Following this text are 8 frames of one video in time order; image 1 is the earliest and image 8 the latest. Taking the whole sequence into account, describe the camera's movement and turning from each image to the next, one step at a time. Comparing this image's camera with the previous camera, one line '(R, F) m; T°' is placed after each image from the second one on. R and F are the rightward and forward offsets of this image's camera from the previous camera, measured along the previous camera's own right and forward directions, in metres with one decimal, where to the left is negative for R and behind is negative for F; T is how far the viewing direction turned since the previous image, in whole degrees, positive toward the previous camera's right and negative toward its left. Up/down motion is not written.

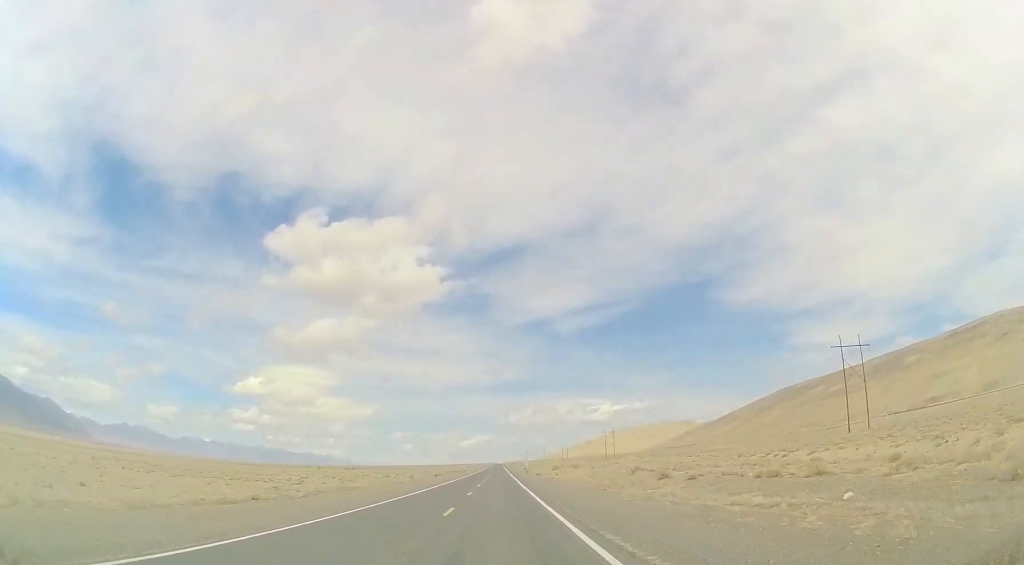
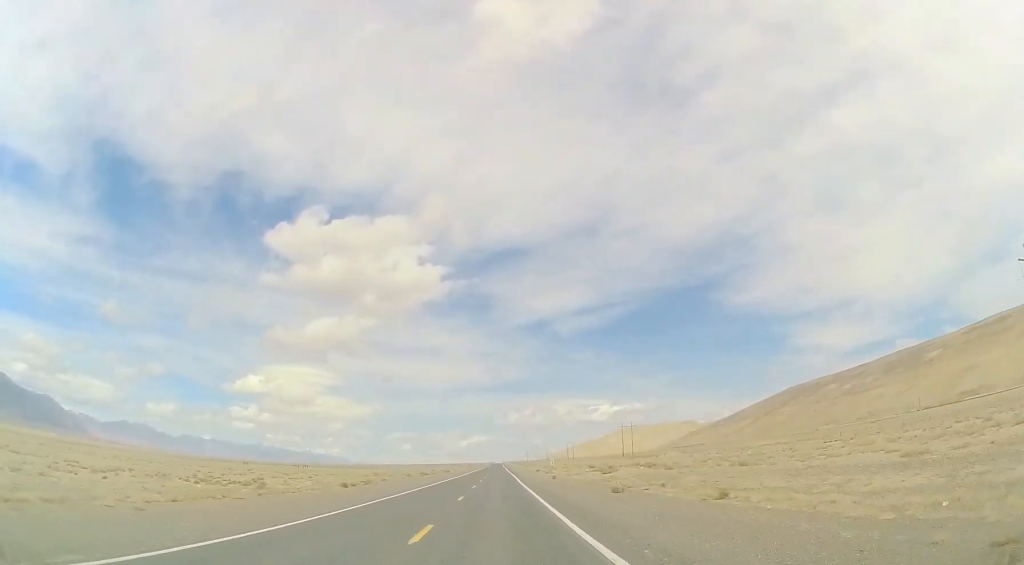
(+0.1, +61.4) m; +1°
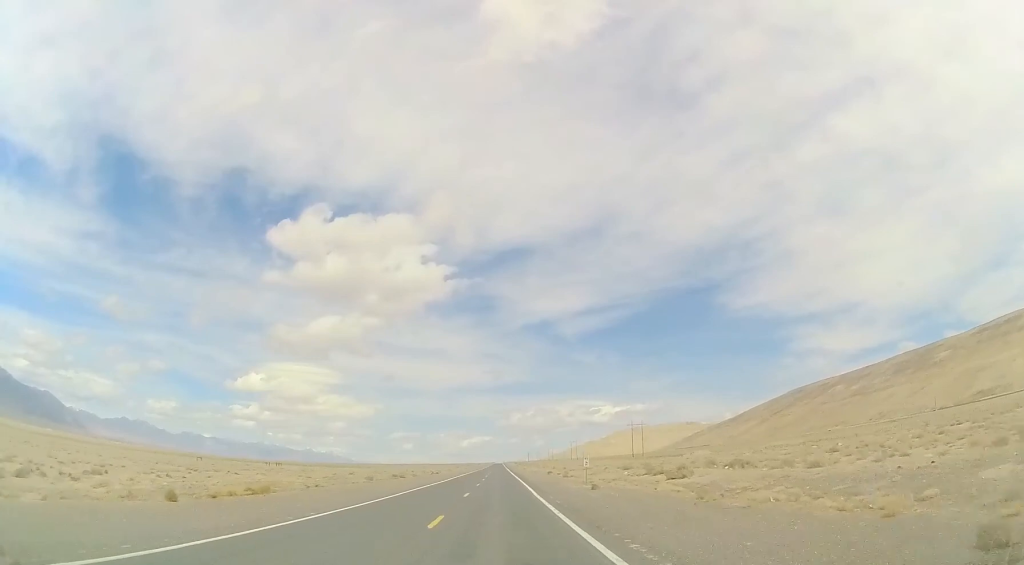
(+0.1, +24.6) m; 0°
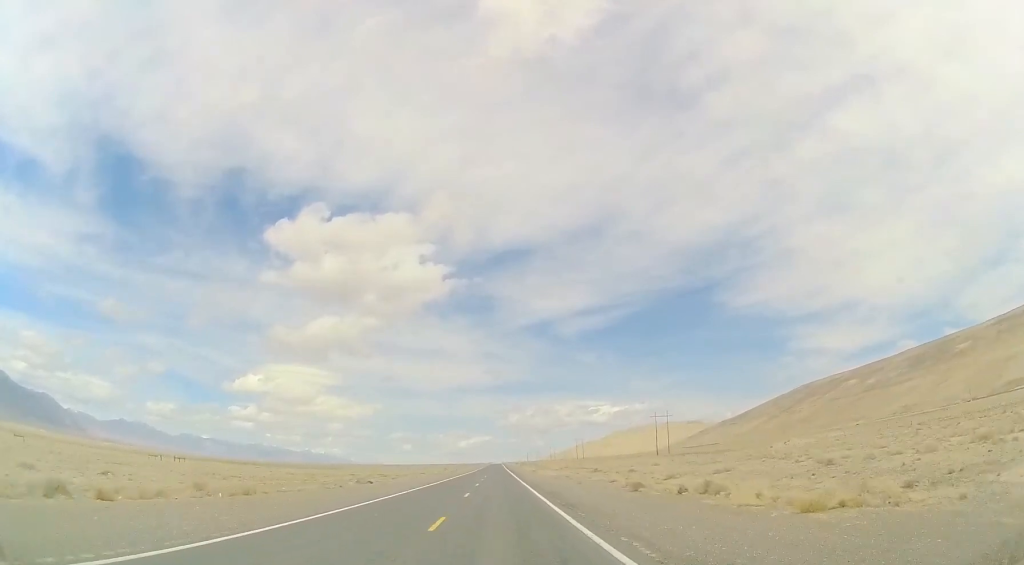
(0.0, +55.4) m; 0°
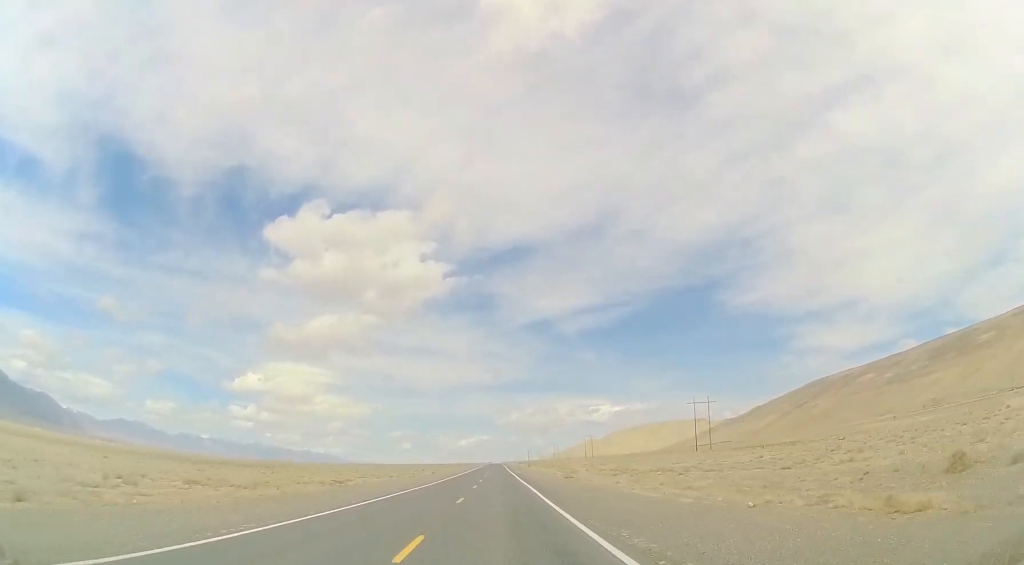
(+0.1, +59.2) m; 0°
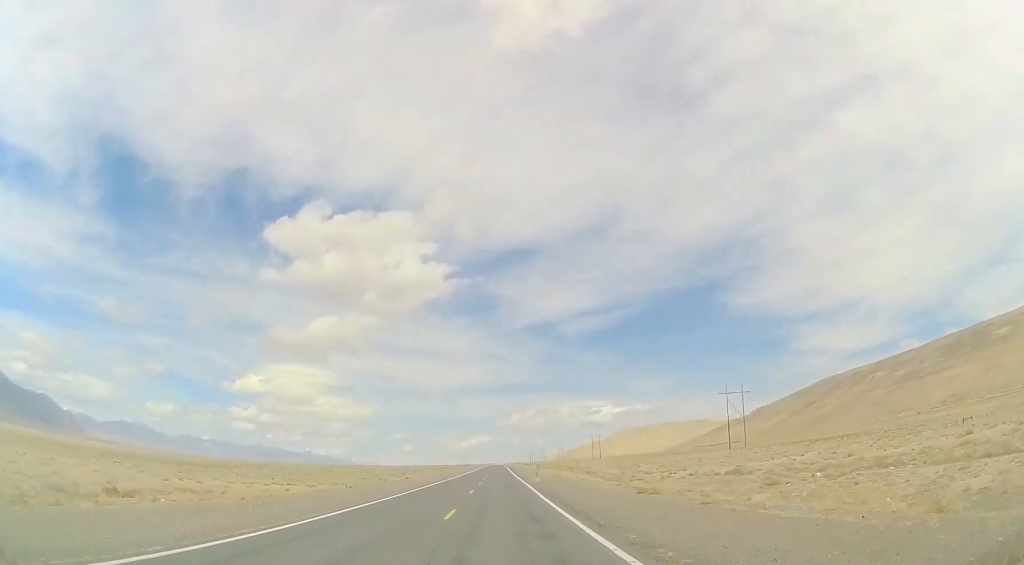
(-0.1, +33.2) m; 0°
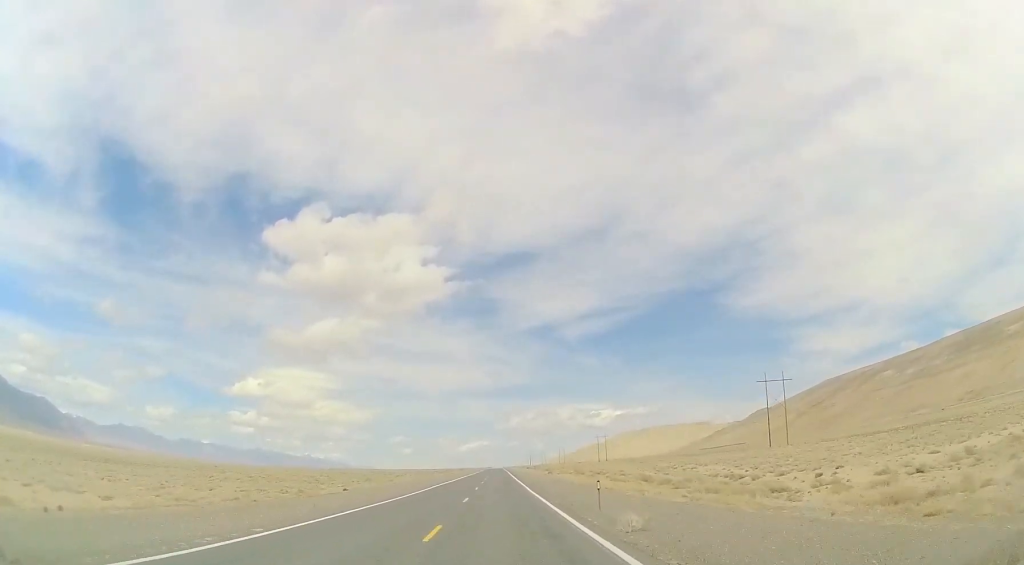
(0.0, +31.9) m; 0°
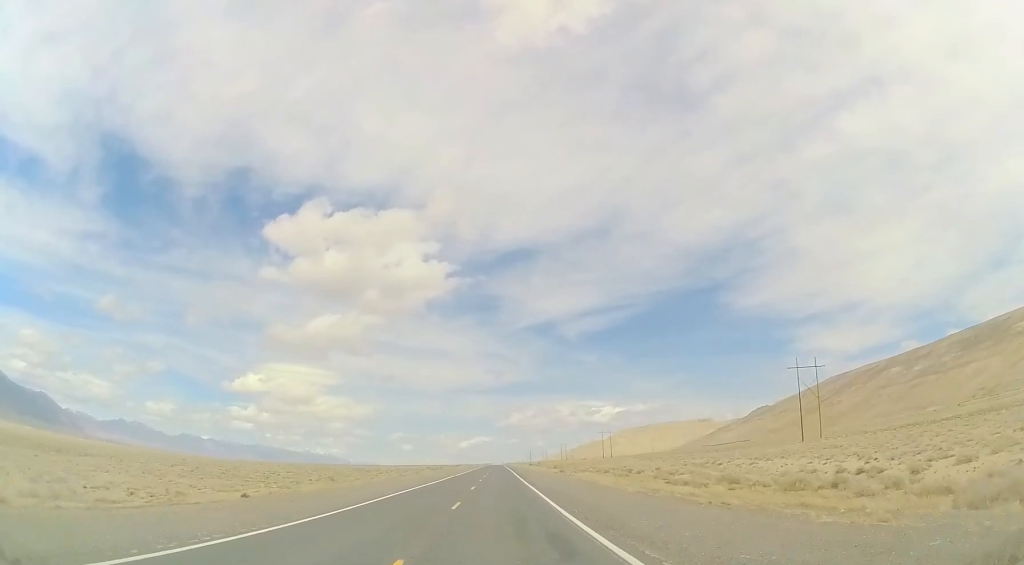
(0.0, +19.7) m; 0°
